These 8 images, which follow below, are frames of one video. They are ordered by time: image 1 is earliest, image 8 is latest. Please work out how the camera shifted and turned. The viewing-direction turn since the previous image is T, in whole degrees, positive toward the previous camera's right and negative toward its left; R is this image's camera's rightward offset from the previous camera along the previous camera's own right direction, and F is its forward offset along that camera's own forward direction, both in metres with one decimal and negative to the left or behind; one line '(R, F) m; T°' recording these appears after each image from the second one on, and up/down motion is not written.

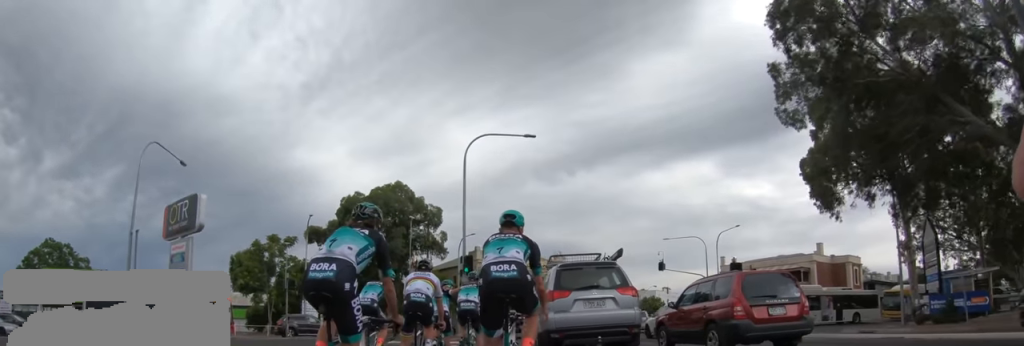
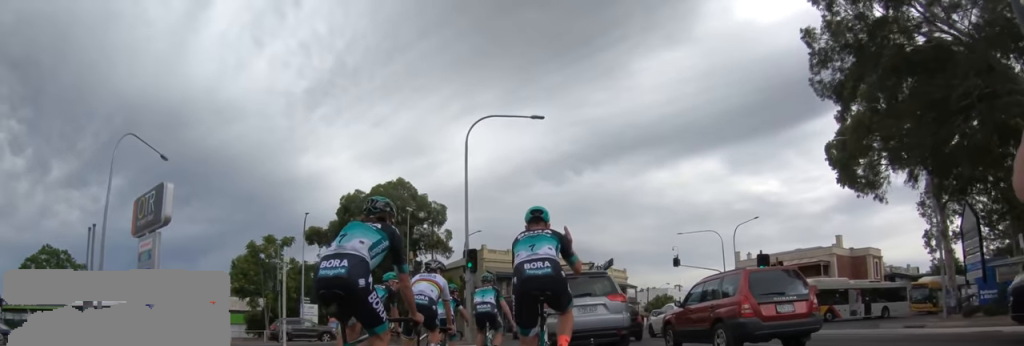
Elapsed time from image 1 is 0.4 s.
(0.0, +4.0) m; 0°
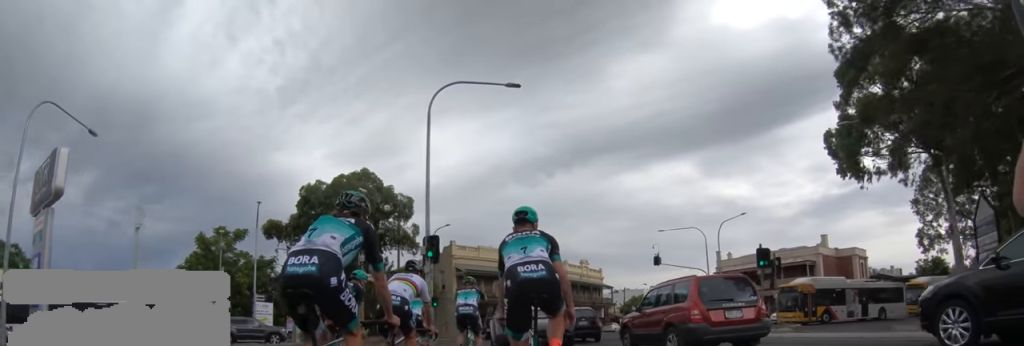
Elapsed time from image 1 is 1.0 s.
(0.0, +6.2) m; 0°
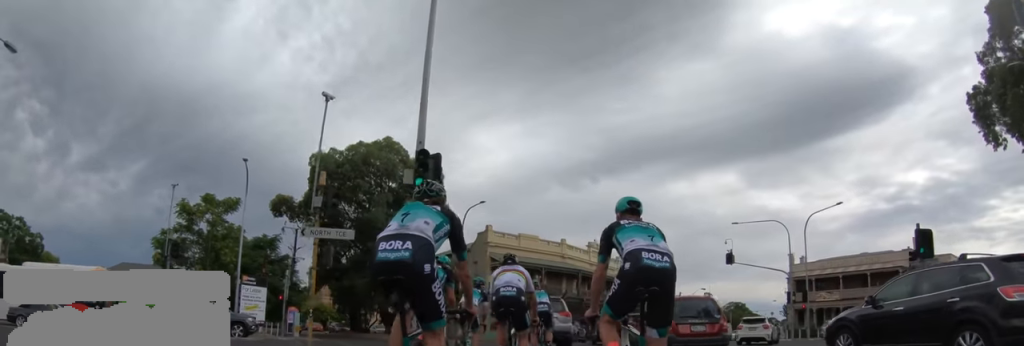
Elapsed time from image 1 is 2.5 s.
(0.0, +12.3) m; 0°
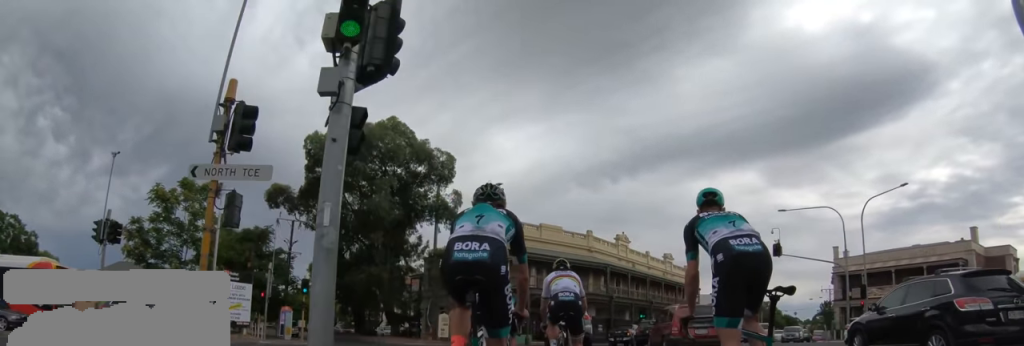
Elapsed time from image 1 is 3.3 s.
(0.0, +6.2) m; 0°
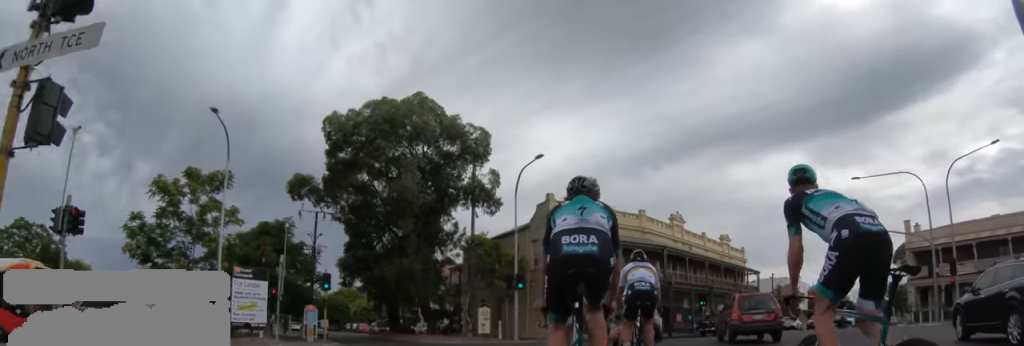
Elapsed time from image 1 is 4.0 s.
(0.0, +5.8) m; +2°
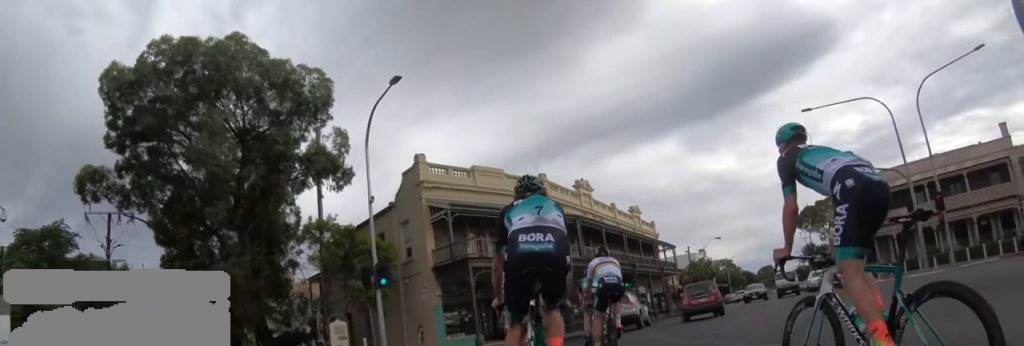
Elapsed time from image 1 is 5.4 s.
(+0.8, +11.3) m; +12°
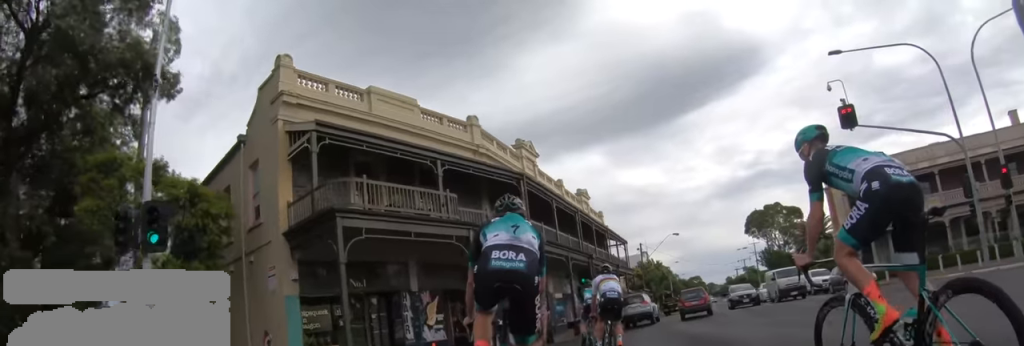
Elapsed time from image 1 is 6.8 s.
(+0.5, +7.4) m; +8°
